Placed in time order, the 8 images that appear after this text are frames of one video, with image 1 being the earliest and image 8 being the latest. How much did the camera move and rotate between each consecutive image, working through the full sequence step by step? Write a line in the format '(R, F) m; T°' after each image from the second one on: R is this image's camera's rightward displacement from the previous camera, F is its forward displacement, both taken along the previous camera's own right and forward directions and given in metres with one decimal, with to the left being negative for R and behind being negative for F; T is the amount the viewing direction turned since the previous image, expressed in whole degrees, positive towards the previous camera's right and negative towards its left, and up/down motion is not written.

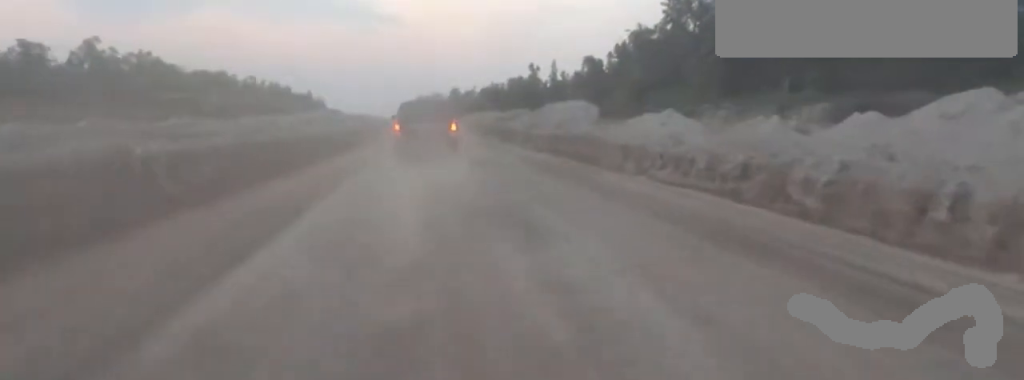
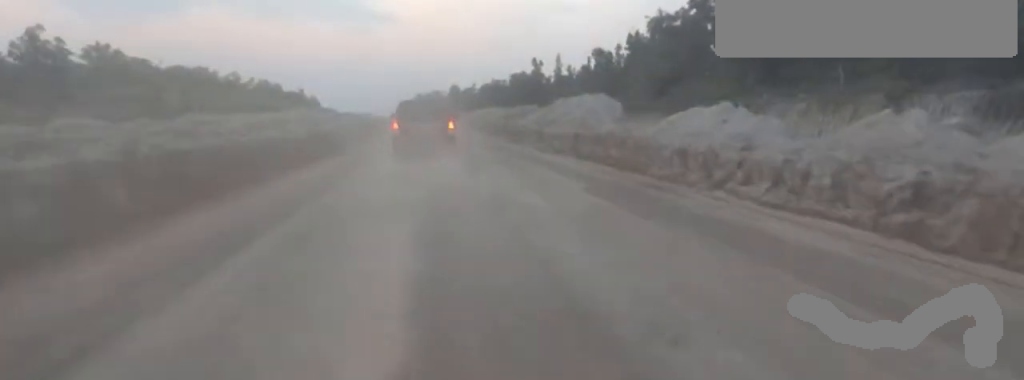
(+0.5, +6.1) m; +3°
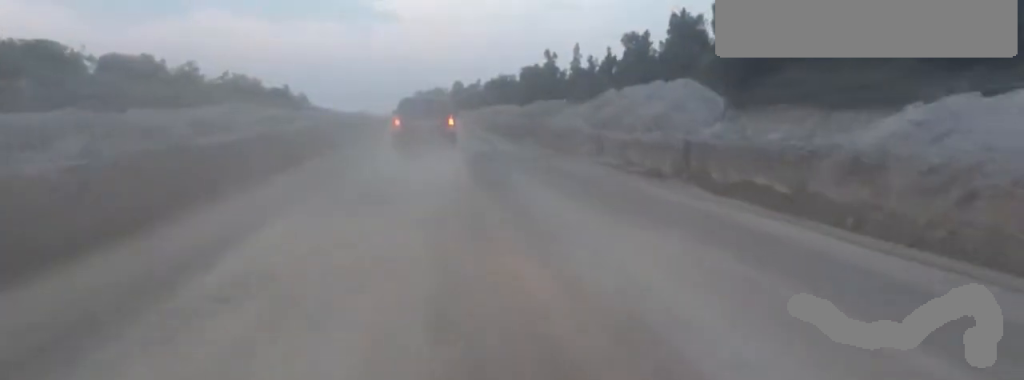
(+0.1, +13.9) m; +2°
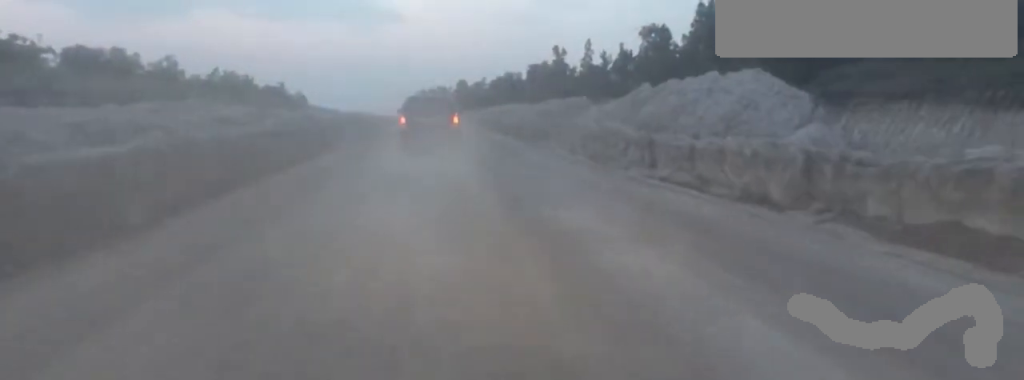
(+0.6, +5.8) m; -3°
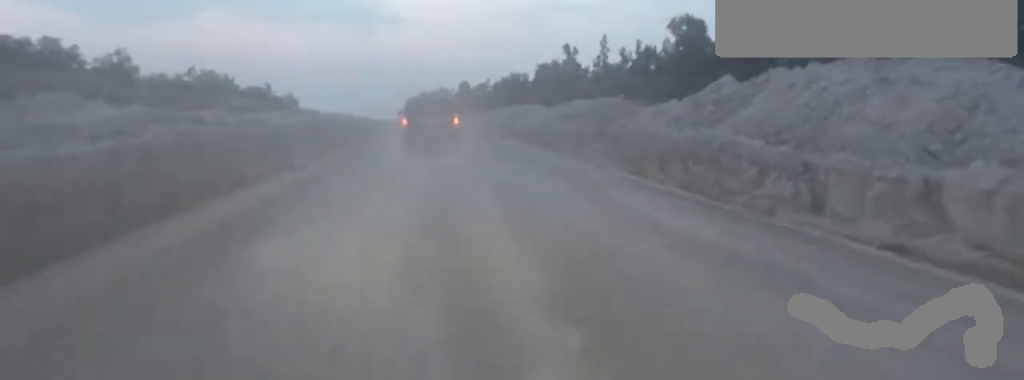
(-1.4, +9.1) m; -5°
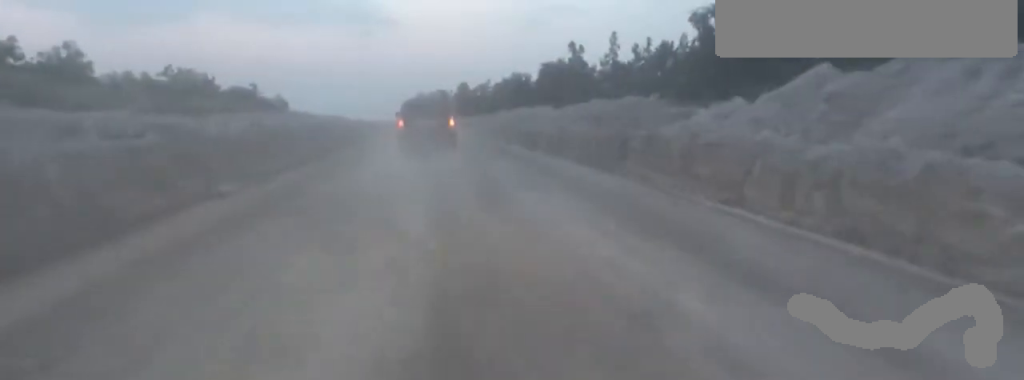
(+0.1, +6.3) m; +6°
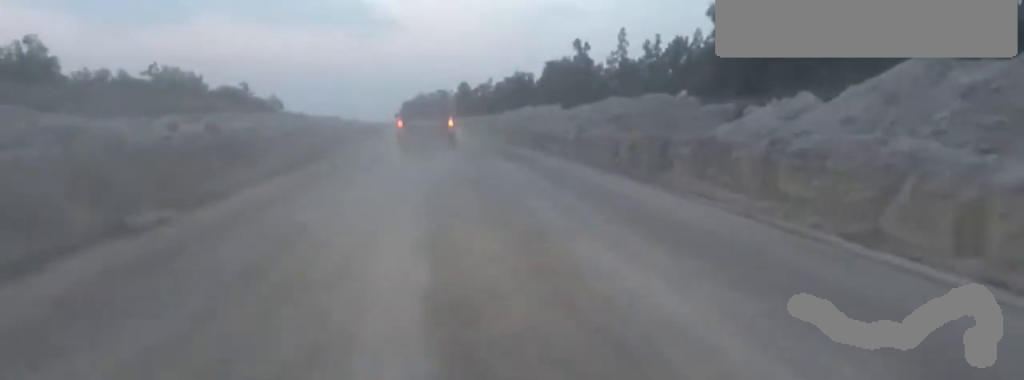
(+0.5, +4.2) m; -1°
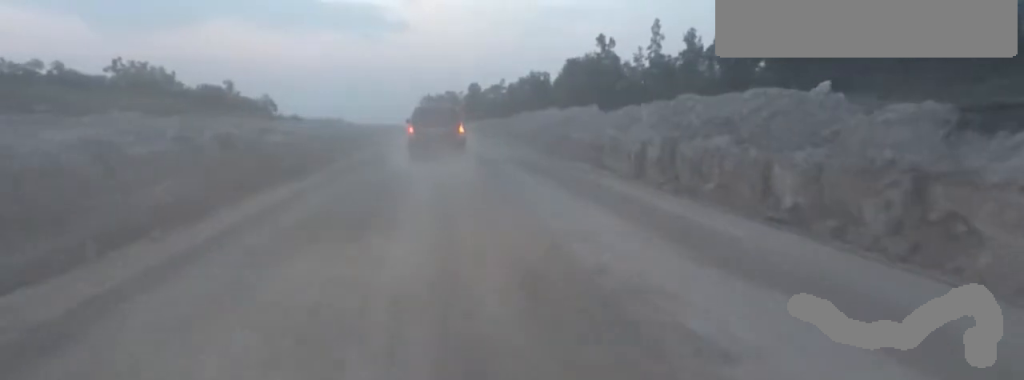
(-0.8, +10.3) m; -1°
